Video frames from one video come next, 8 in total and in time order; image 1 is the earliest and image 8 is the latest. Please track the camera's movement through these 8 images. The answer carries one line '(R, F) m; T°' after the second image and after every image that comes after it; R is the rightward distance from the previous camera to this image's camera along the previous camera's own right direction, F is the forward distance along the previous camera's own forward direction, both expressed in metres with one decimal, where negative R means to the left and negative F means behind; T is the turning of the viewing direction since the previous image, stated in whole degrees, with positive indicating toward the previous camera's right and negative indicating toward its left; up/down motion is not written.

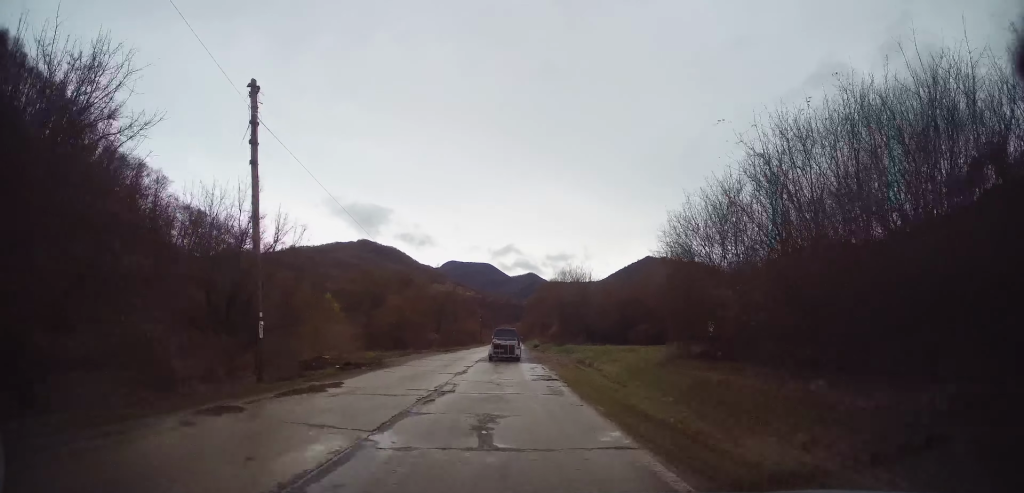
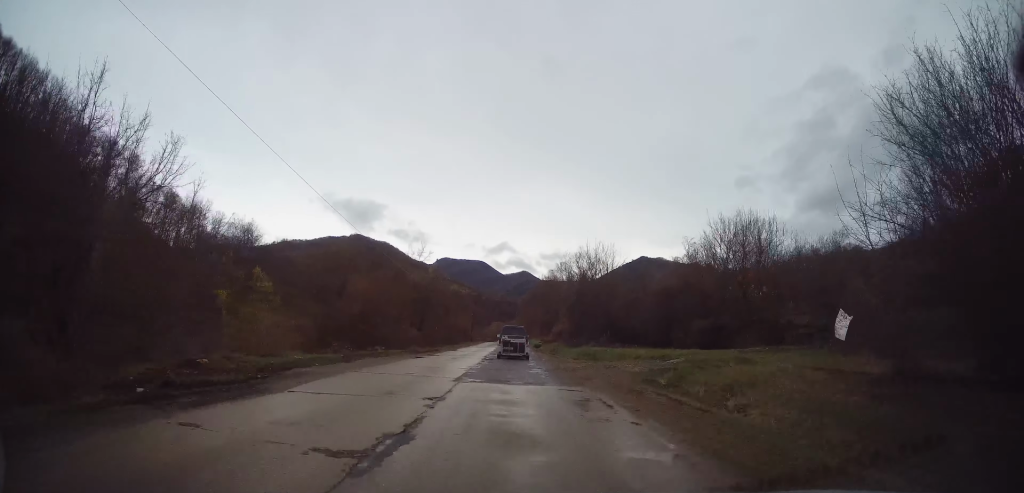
(+0.2, +13.1) m; +4°
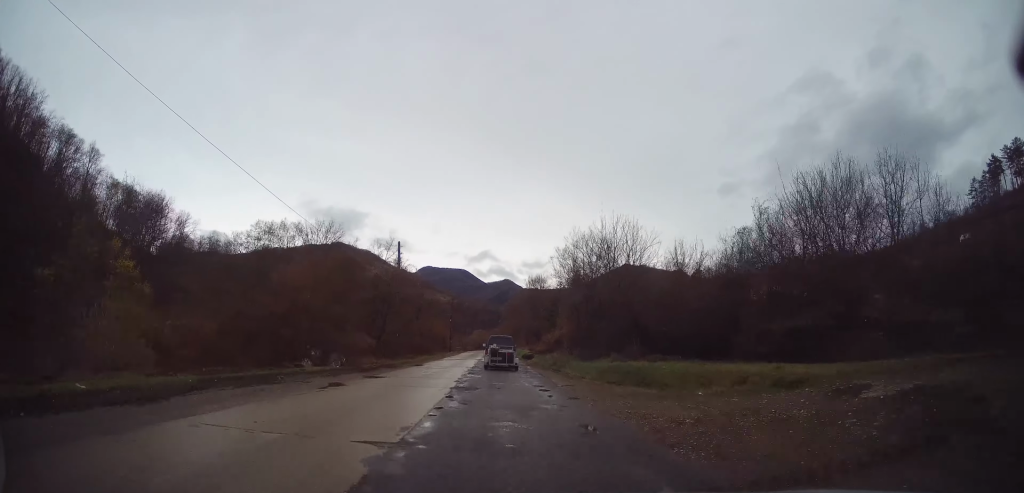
(+0.4, +12.2) m; 0°
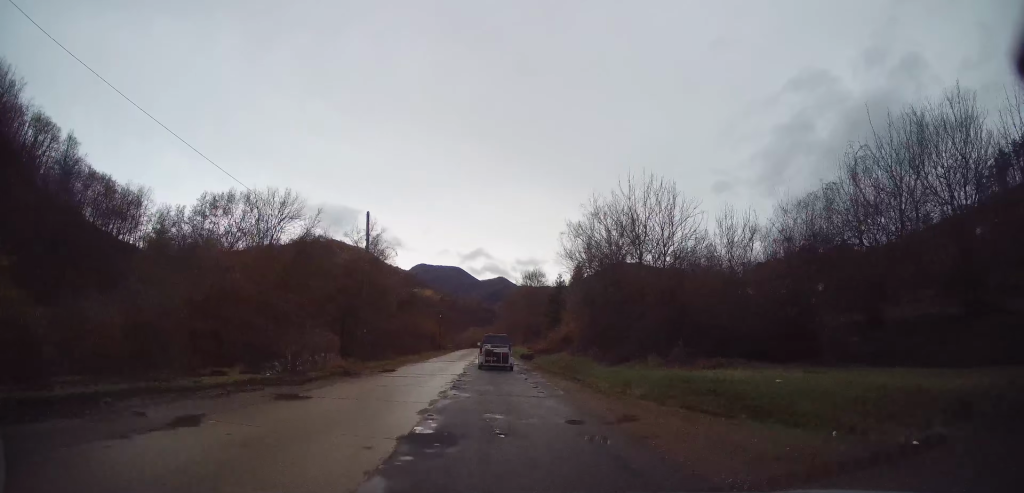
(-0.4, +7.7) m; 0°
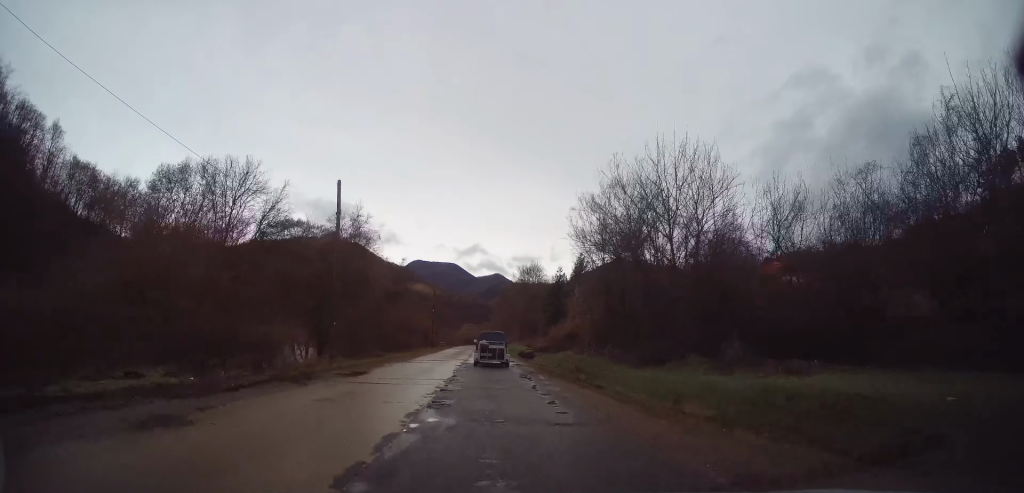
(+0.3, +4.8) m; 0°
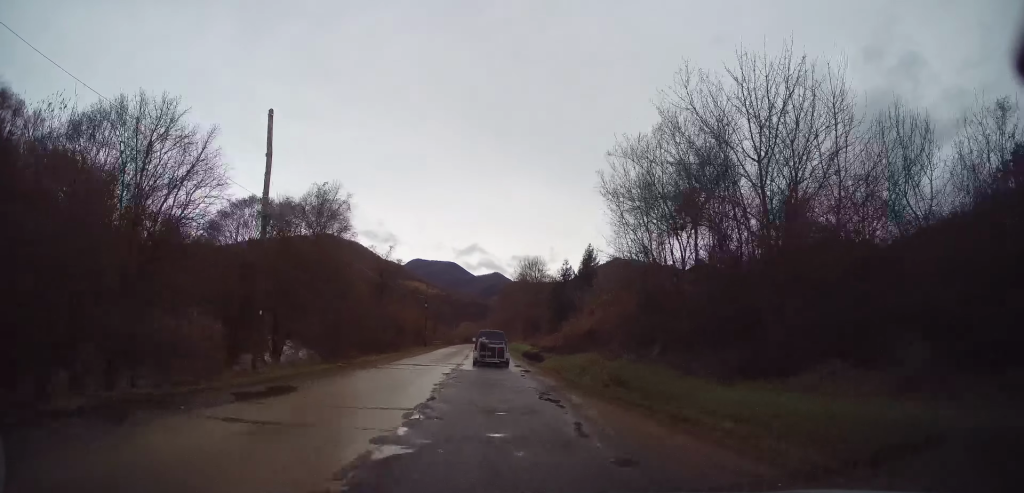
(0.0, +7.4) m; -1°
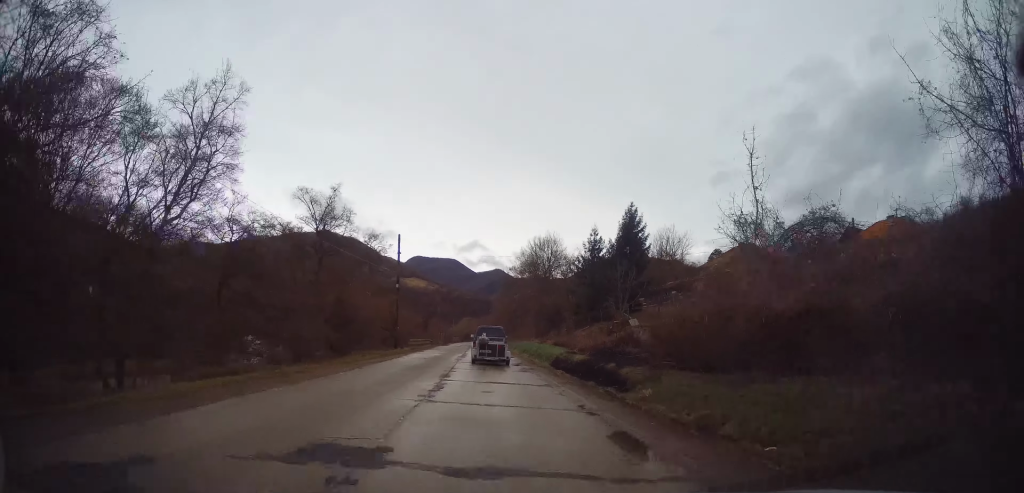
(-0.3, +20.3) m; +1°
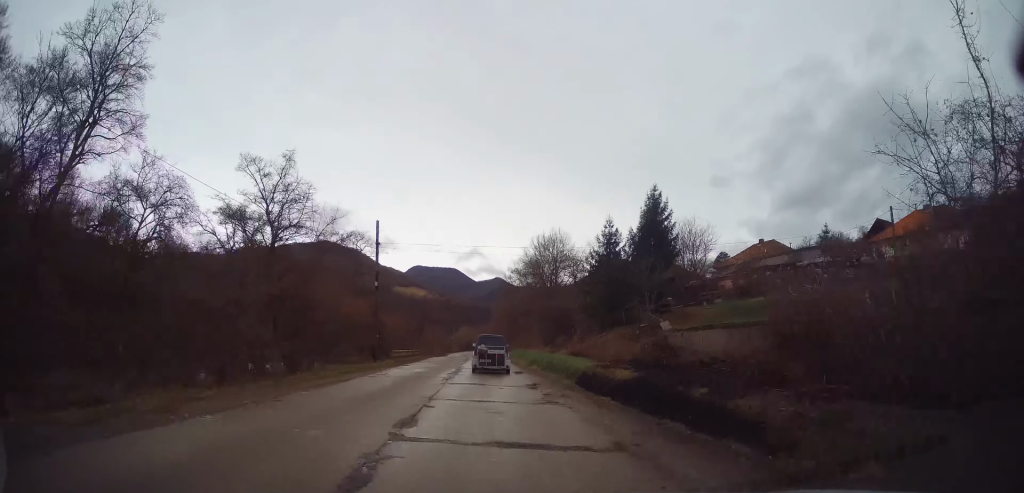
(+0.2, +8.1) m; 0°
